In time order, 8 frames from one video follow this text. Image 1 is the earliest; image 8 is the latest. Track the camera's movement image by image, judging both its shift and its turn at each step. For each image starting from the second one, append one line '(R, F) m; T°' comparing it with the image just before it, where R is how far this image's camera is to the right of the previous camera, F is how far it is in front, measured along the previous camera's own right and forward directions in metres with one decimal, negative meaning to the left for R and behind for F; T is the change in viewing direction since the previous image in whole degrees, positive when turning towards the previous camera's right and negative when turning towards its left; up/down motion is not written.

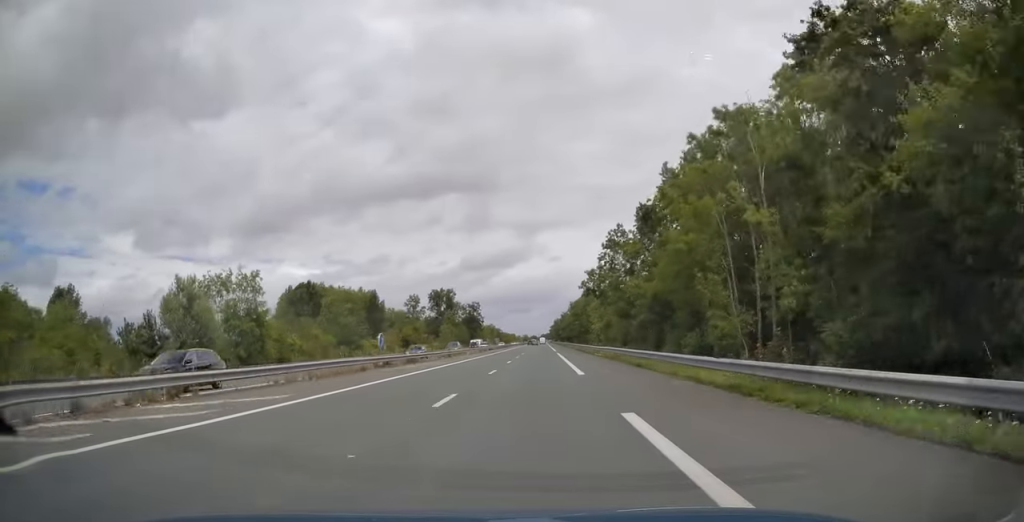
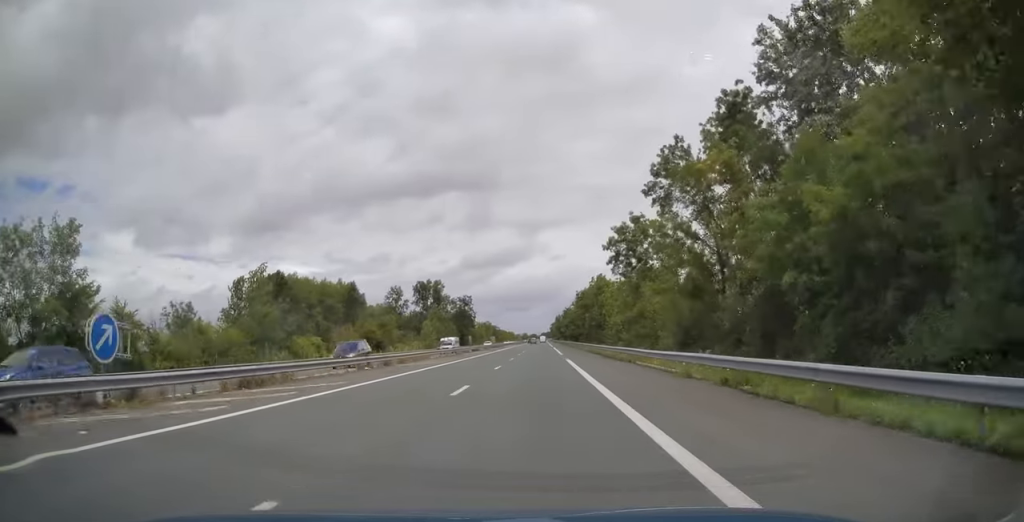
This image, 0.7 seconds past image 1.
(0.0, +23.5) m; 0°
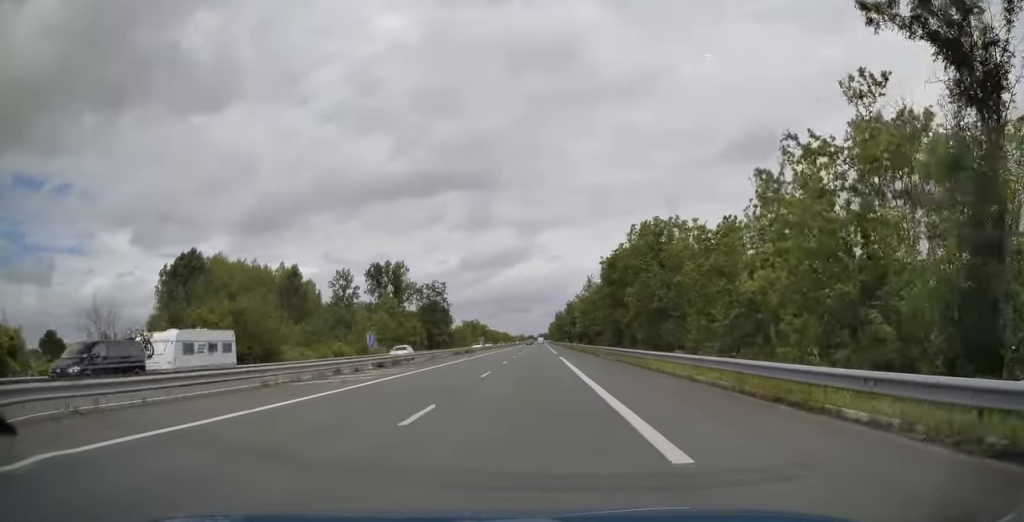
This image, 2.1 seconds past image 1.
(0.0, +44.1) m; 0°
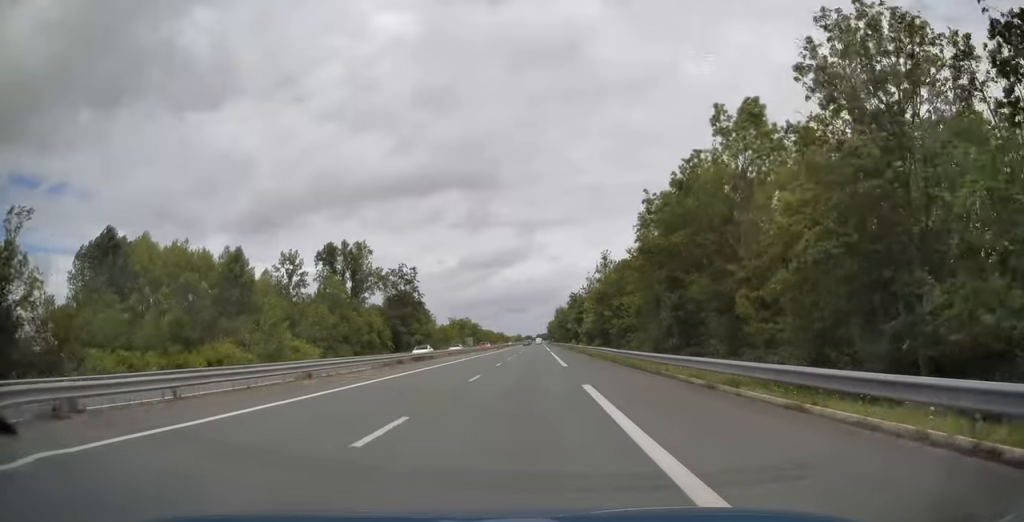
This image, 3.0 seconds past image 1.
(0.0, +28.0) m; 0°
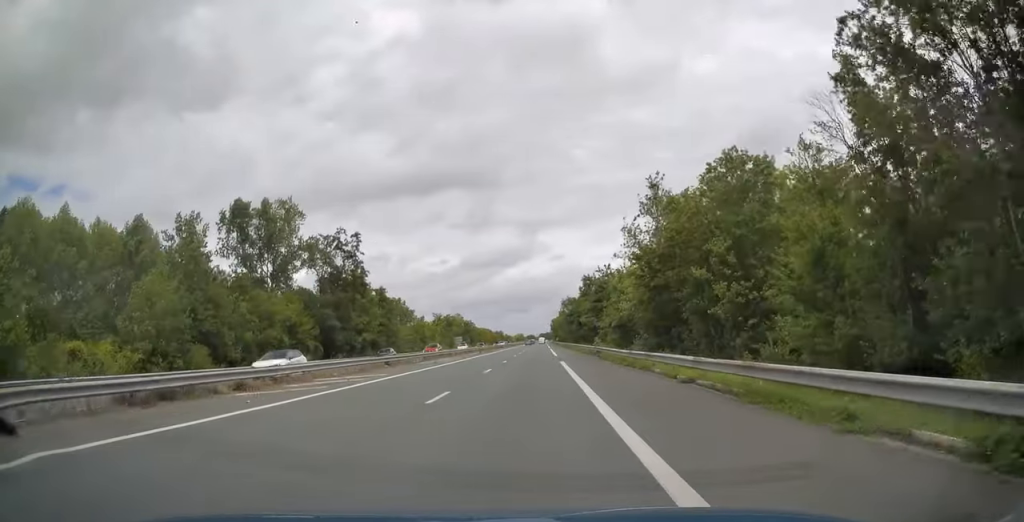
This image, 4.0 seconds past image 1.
(0.0, +33.4) m; 0°
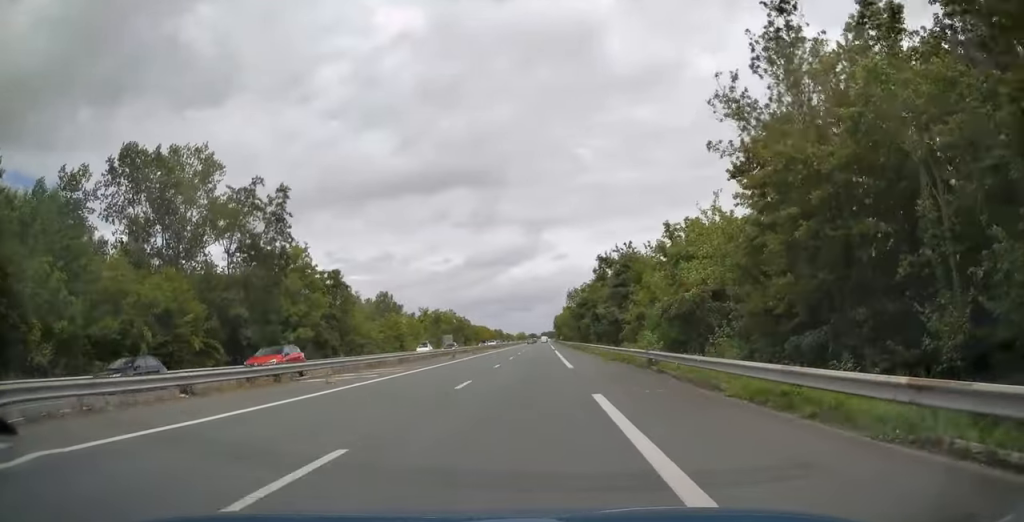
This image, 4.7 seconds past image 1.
(-0.1, +22.0) m; 0°
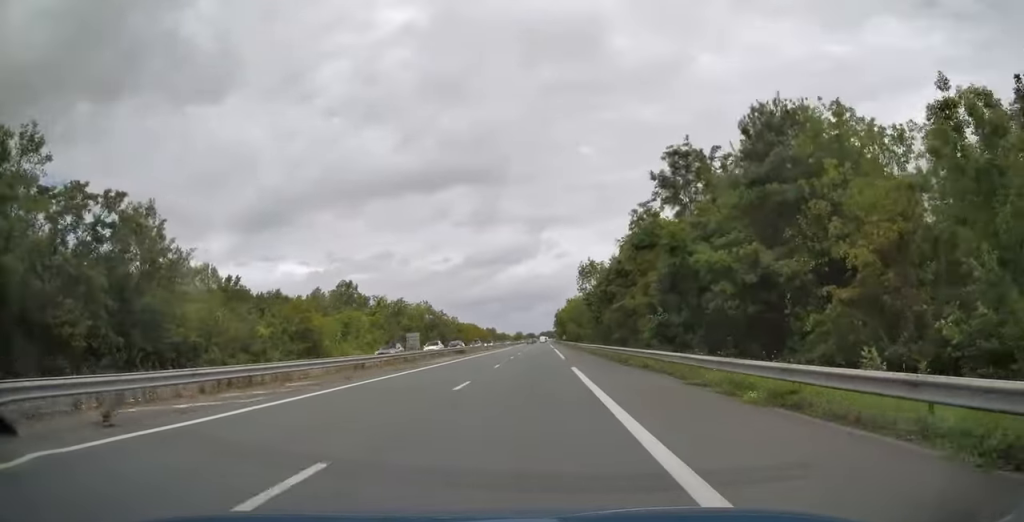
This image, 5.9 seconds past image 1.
(0.0, +39.8) m; 0°
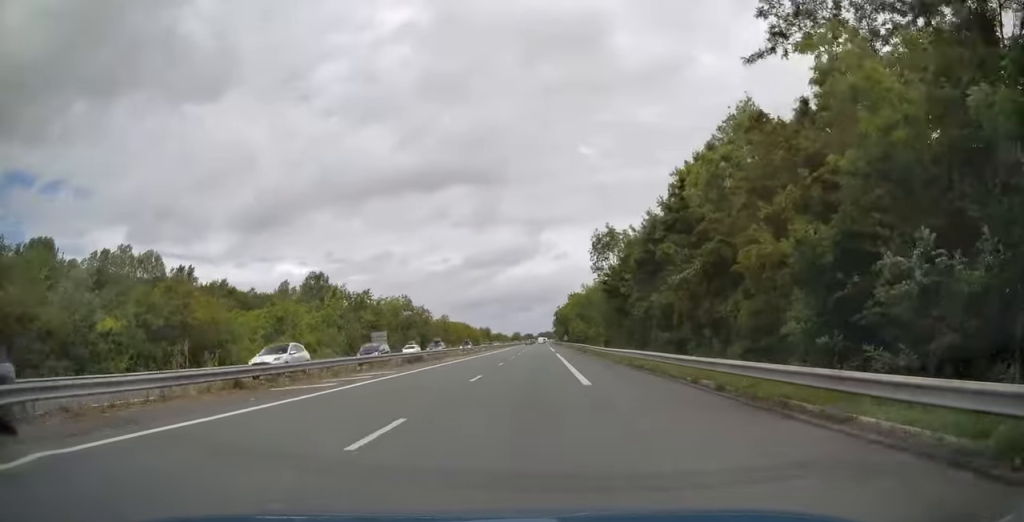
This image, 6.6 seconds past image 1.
(0.0, +22.0) m; 0°
